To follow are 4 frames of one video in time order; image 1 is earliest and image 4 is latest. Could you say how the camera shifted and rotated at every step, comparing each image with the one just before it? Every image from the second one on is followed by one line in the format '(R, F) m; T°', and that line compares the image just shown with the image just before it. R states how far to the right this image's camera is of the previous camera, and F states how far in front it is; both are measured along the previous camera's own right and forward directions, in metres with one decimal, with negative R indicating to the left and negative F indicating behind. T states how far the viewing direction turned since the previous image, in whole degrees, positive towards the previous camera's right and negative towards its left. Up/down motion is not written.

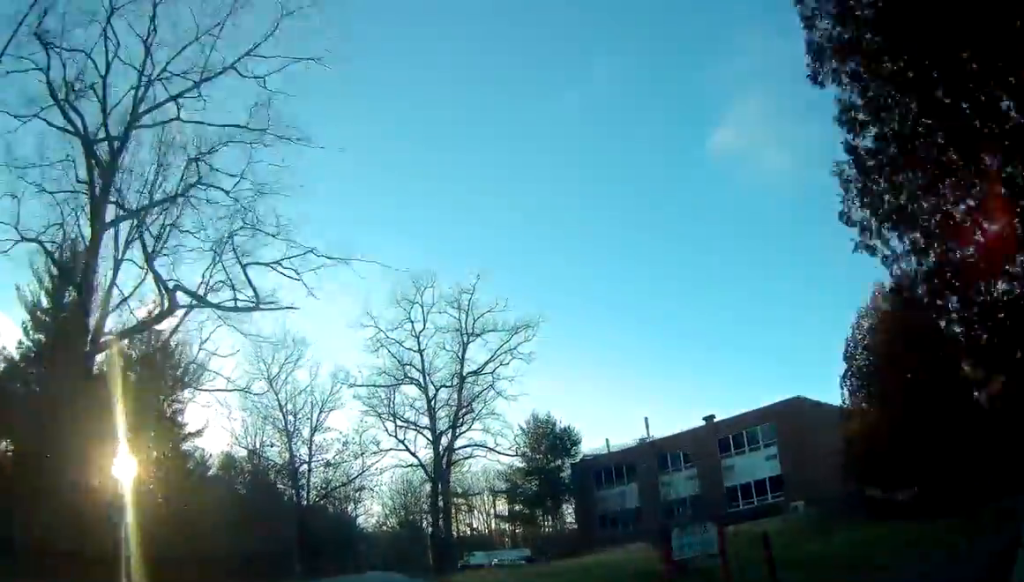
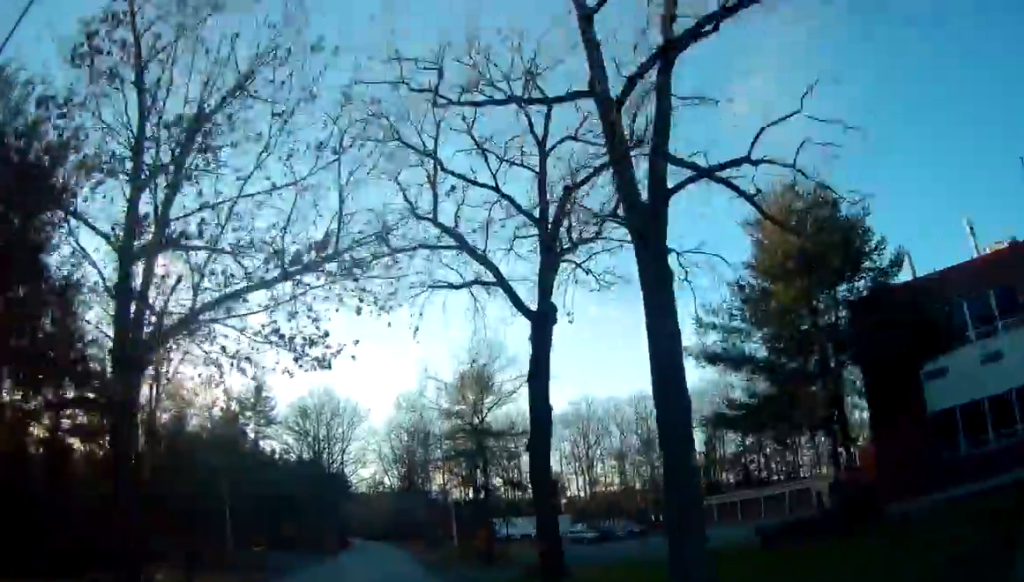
(+0.2, +34.5) m; +2°
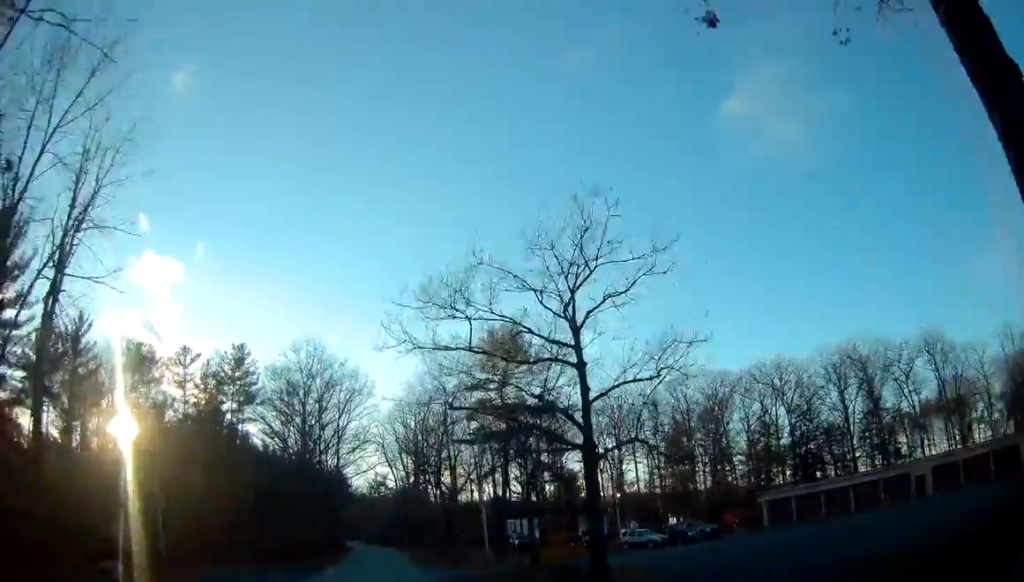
(+0.5, +15.3) m; +2°
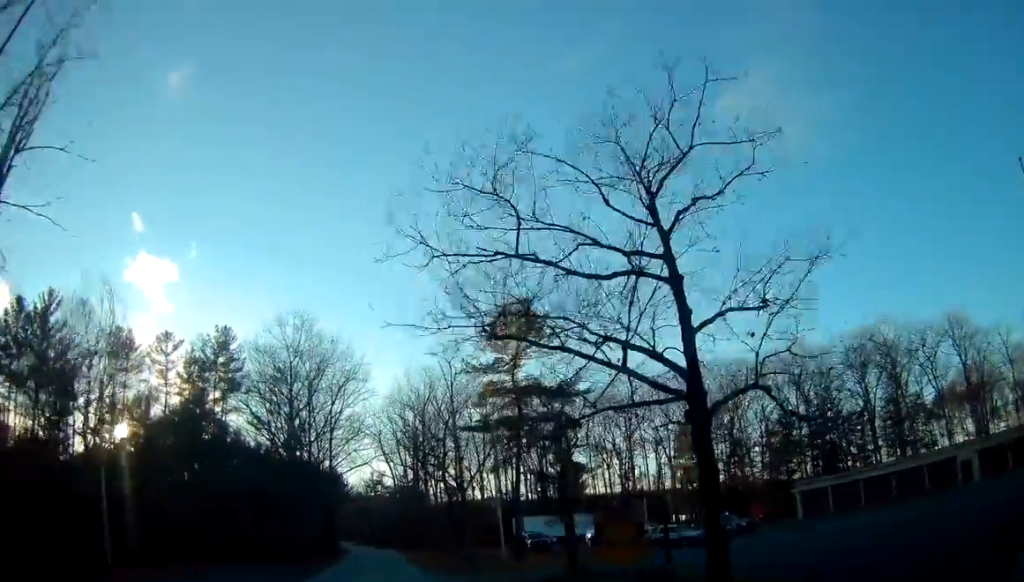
(+0.1, +6.0) m; 0°
